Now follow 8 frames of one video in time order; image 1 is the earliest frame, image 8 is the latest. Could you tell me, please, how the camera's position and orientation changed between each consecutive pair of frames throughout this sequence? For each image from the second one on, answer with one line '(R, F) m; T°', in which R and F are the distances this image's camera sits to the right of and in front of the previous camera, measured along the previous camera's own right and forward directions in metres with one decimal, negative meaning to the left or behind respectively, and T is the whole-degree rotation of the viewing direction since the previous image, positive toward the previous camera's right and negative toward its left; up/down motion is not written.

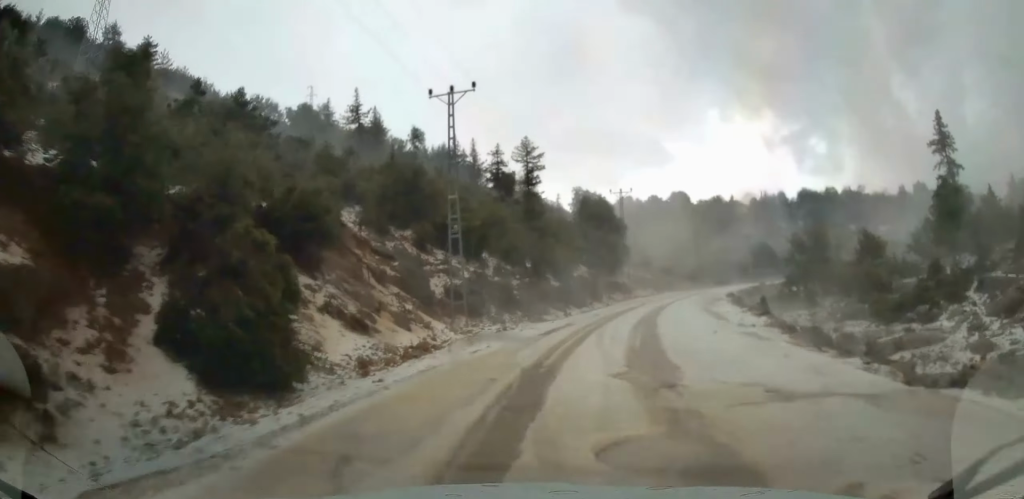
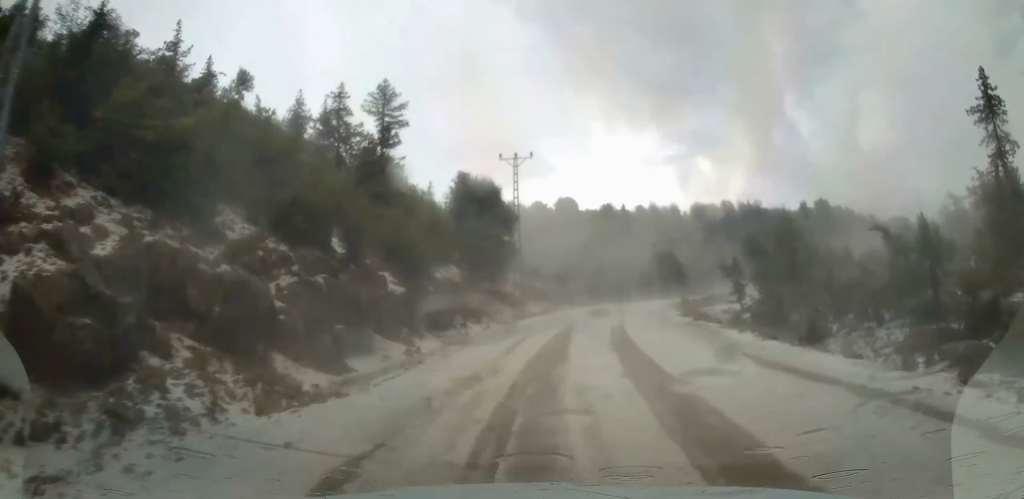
(+0.6, +19.0) m; +9°
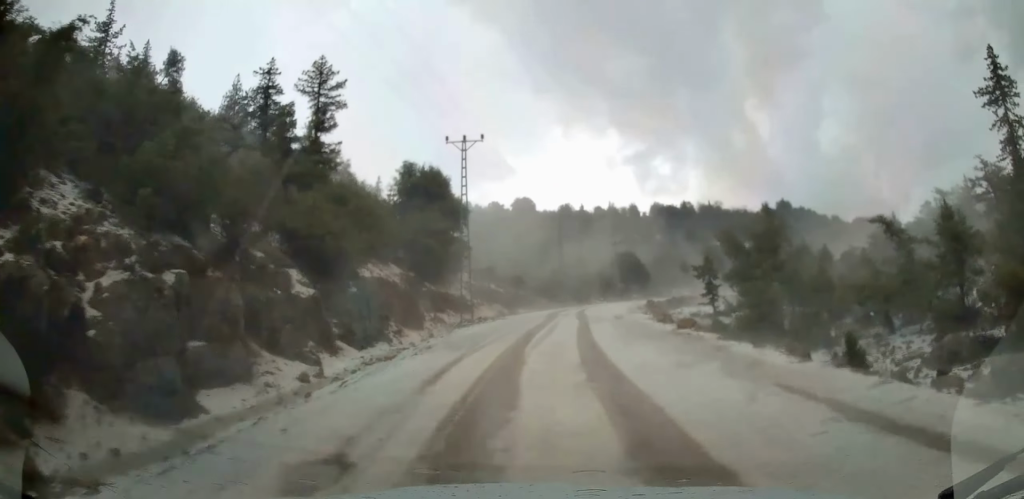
(+0.3, +5.0) m; +4°
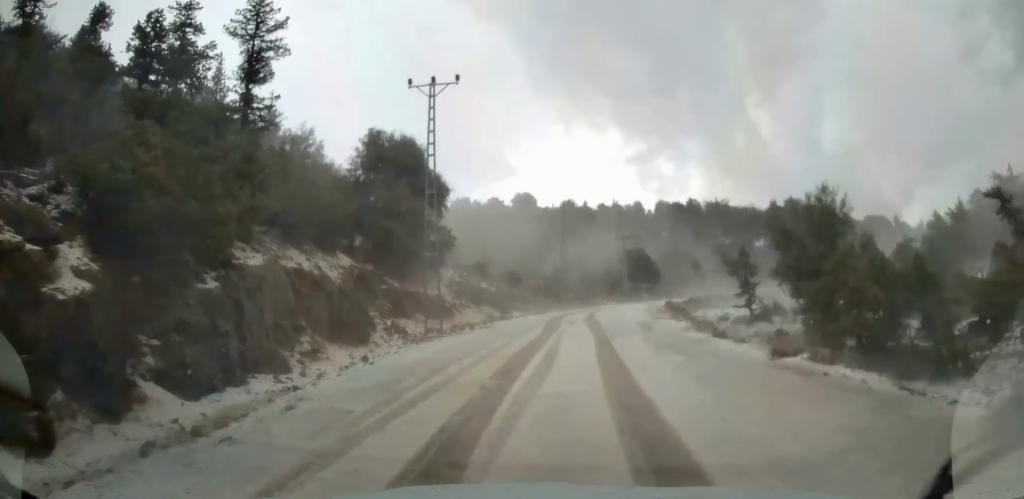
(+0.4, +9.6) m; +3°
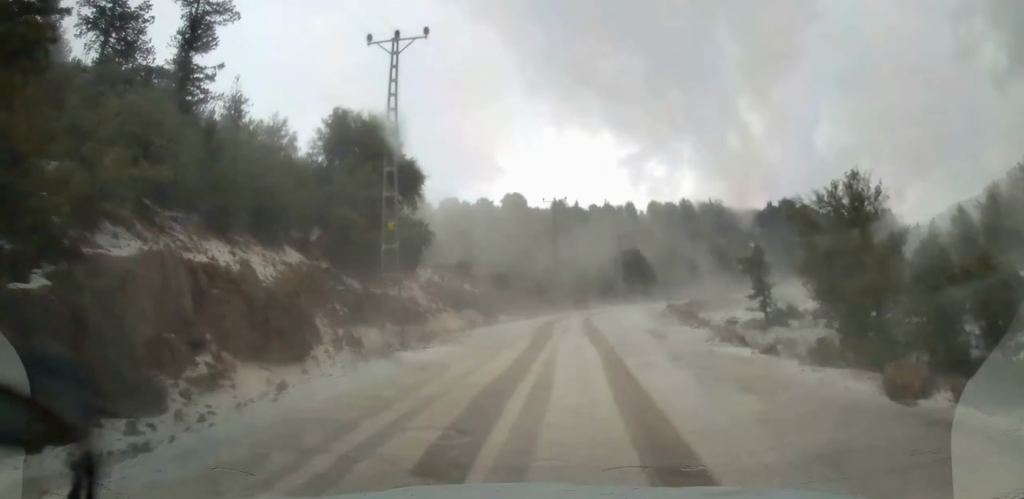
(0.0, +4.9) m; +1°
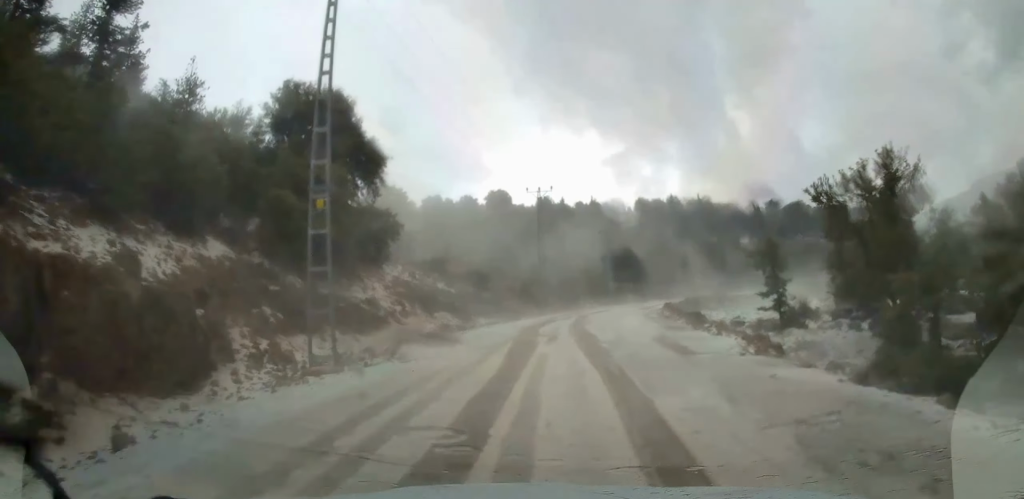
(+0.1, +4.7) m; +1°
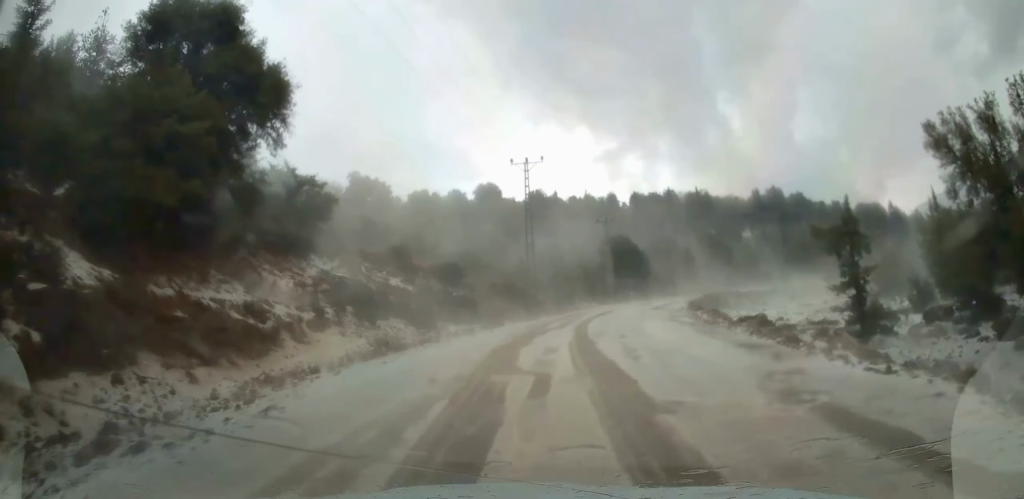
(+0.1, +10.1) m; 0°
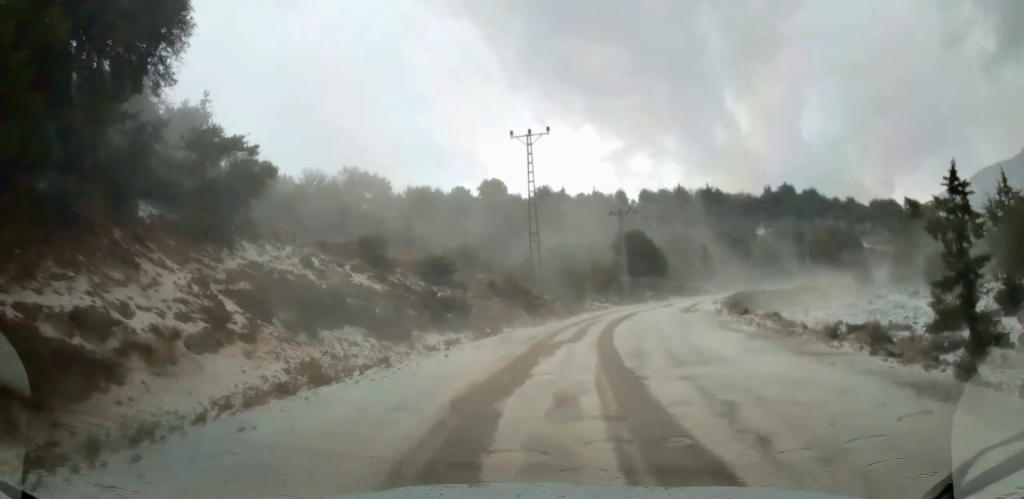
(-0.1, +7.0) m; +1°
